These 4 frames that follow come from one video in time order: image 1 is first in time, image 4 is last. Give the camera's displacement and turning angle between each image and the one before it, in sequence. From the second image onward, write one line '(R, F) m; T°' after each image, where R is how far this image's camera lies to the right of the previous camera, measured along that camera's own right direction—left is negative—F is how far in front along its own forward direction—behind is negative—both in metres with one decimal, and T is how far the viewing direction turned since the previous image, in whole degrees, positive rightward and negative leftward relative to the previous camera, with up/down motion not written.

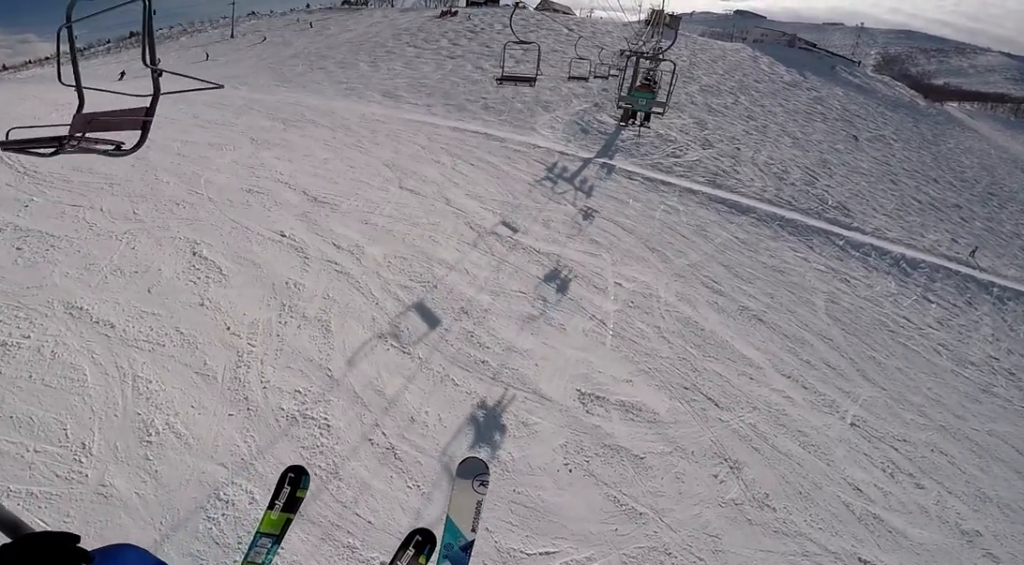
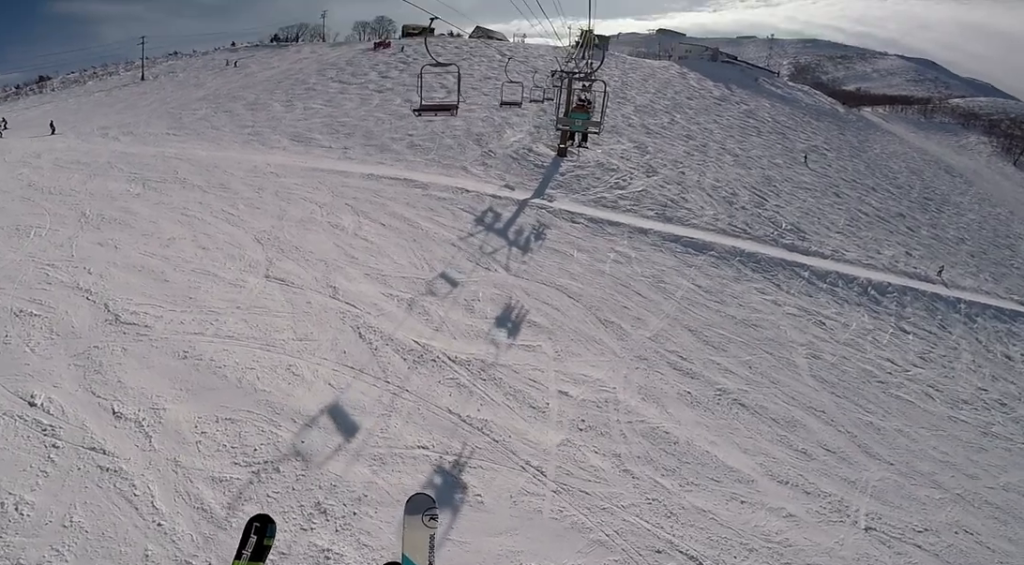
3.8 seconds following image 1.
(-1.0, +6.5) m; +11°
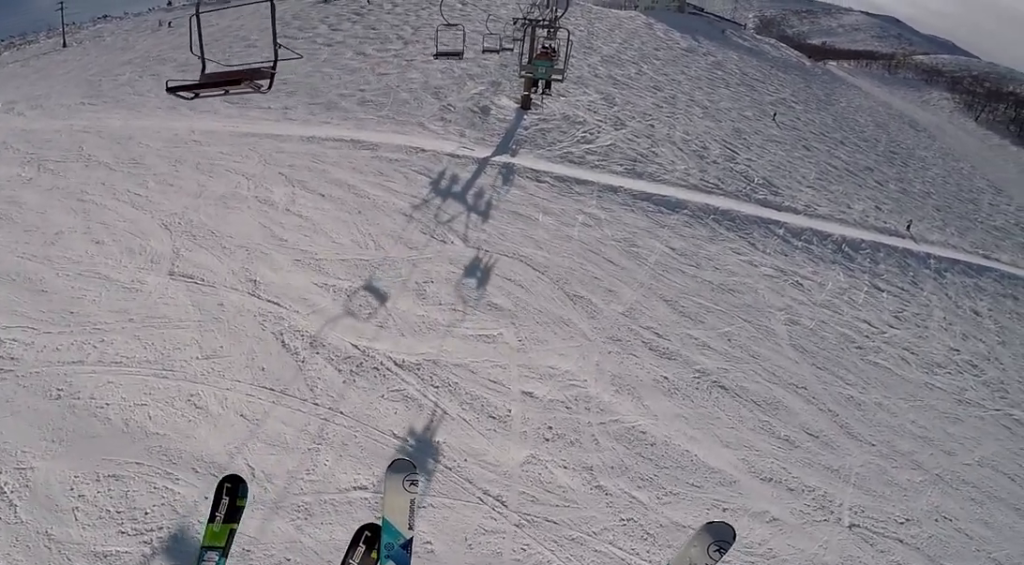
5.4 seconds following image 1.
(-0.9, +2.6) m; -9°
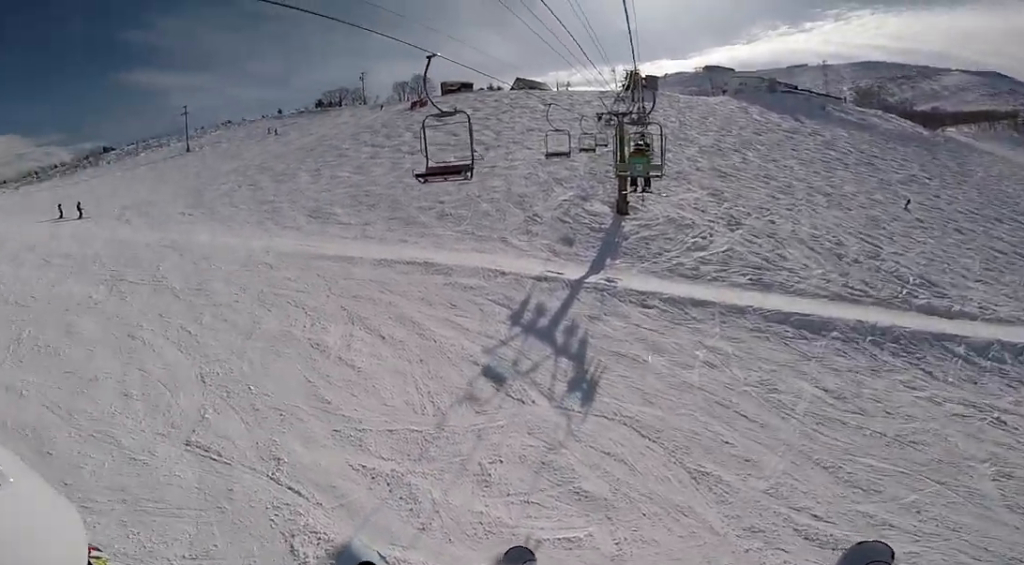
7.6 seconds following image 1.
(-0.5, +4.3) m; +1°
